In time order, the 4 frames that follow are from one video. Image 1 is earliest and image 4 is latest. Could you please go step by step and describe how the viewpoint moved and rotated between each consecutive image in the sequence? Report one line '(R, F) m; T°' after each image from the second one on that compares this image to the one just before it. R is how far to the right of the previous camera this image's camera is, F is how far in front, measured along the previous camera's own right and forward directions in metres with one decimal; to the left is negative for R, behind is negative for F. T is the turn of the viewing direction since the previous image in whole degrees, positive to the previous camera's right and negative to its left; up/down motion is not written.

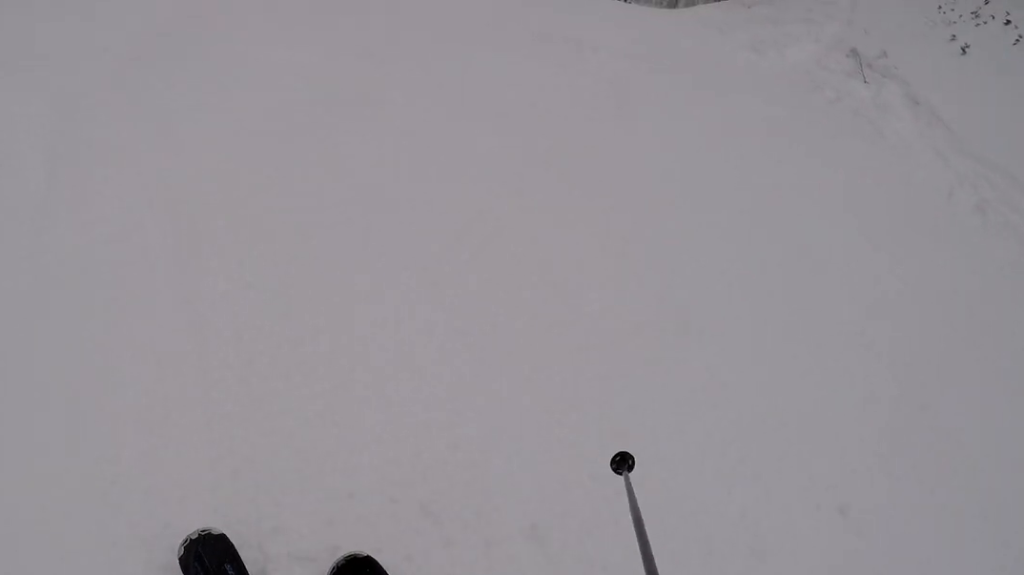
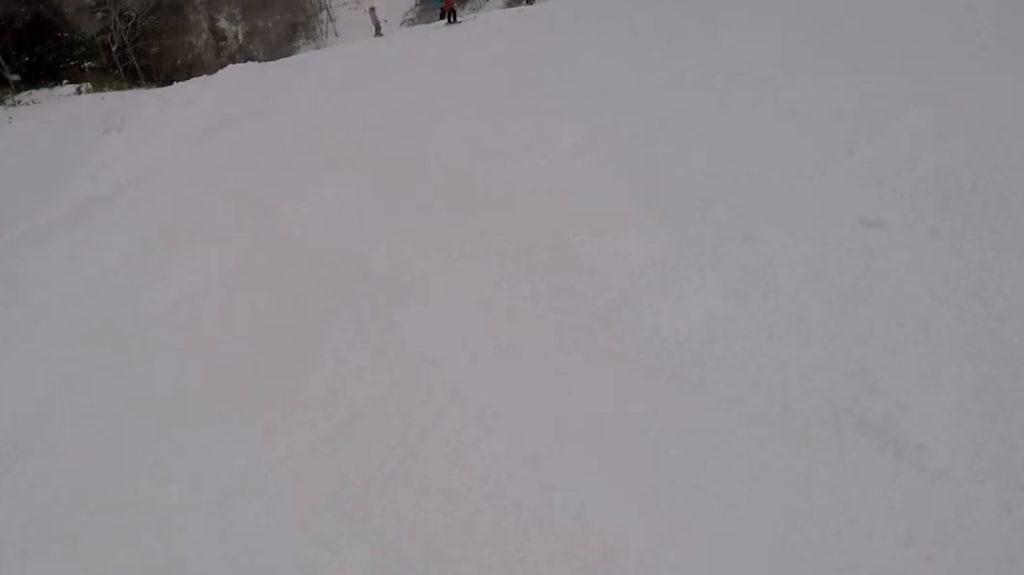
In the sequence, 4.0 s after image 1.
(-1.1, +16.4) m; +4°
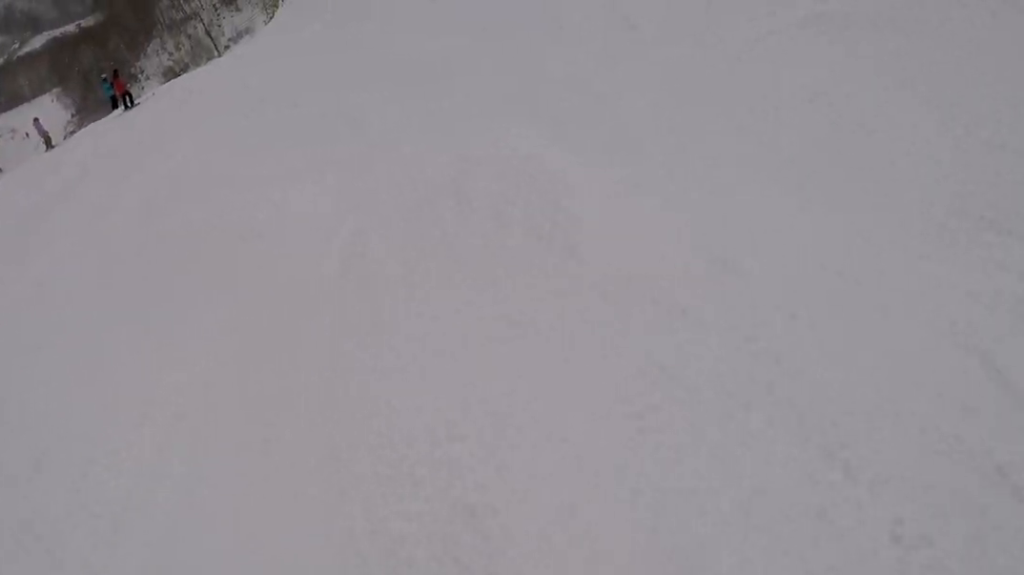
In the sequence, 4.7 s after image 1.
(+0.9, +3.1) m; +11°
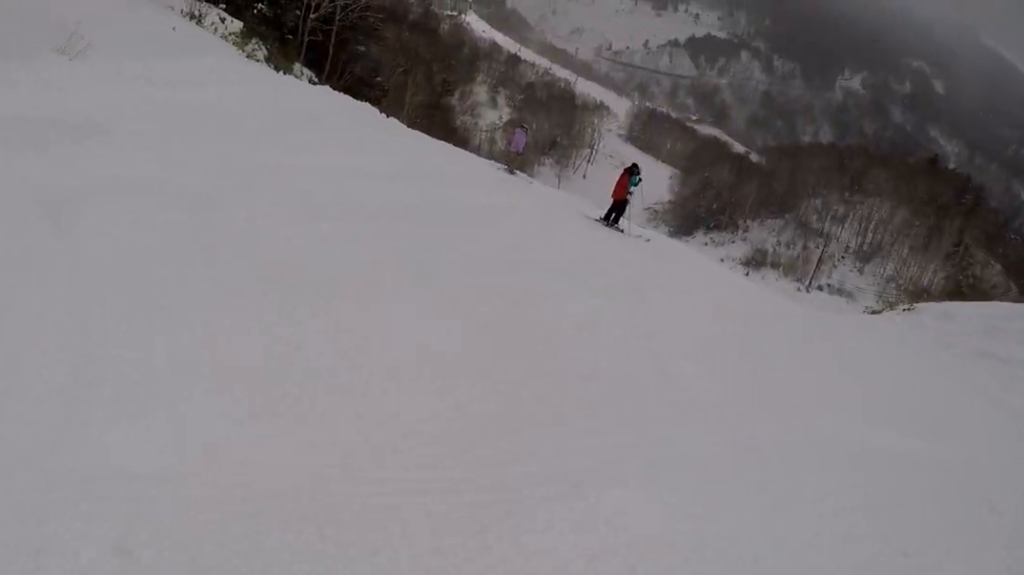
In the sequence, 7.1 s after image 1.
(-2.3, +11.2) m; -32°
